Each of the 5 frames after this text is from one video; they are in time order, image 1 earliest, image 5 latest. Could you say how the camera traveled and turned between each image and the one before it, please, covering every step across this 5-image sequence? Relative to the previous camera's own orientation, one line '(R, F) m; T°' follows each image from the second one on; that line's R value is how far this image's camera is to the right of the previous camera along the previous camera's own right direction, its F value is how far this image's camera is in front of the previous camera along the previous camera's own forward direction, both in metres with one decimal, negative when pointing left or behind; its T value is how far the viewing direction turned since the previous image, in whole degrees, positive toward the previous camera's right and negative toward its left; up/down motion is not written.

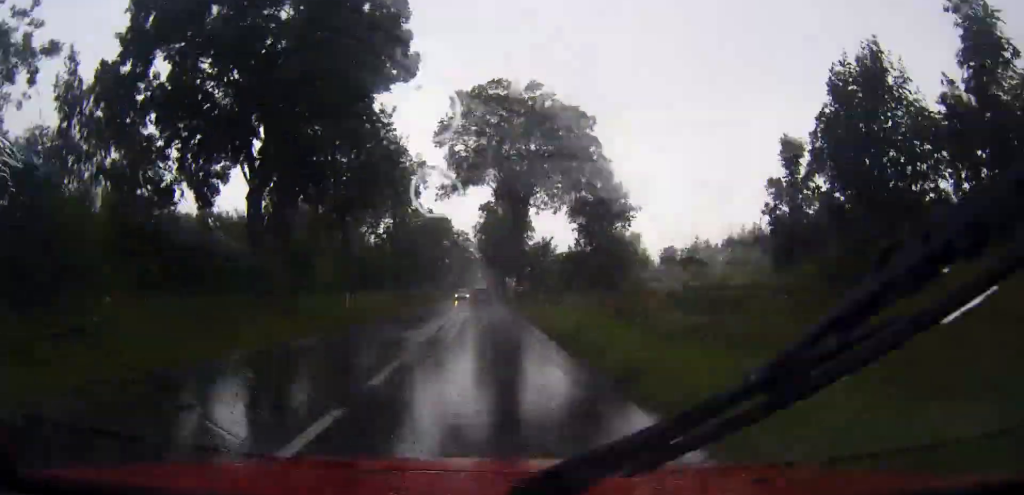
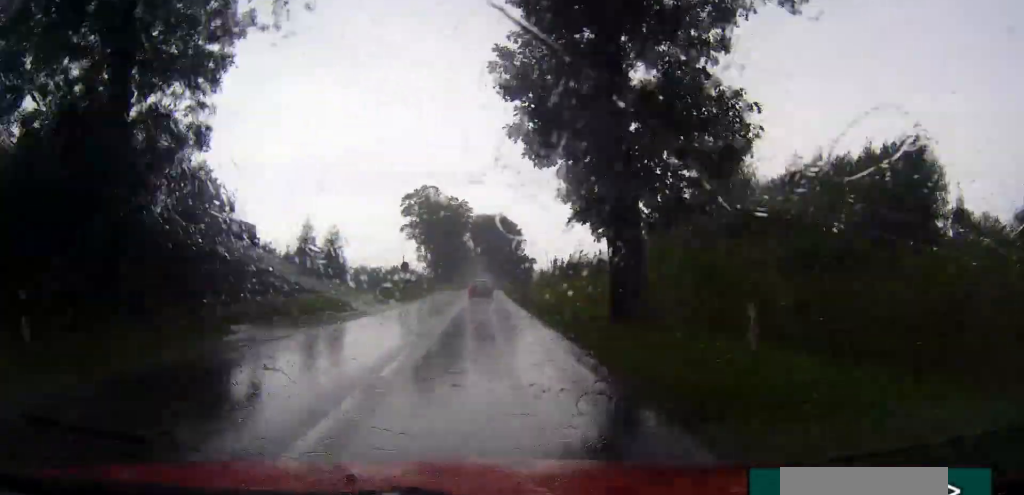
(-0.1, +217.2) m; +1°
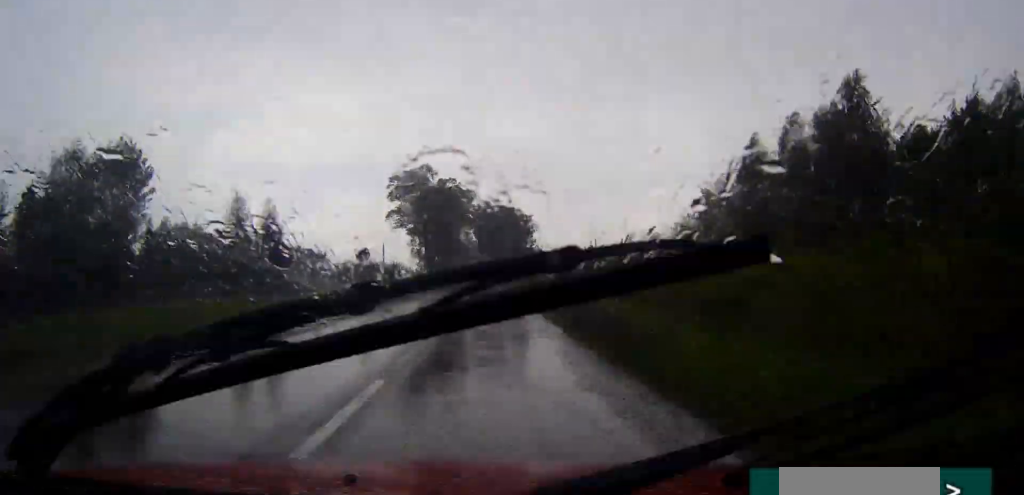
(+0.2, +19.9) m; 0°
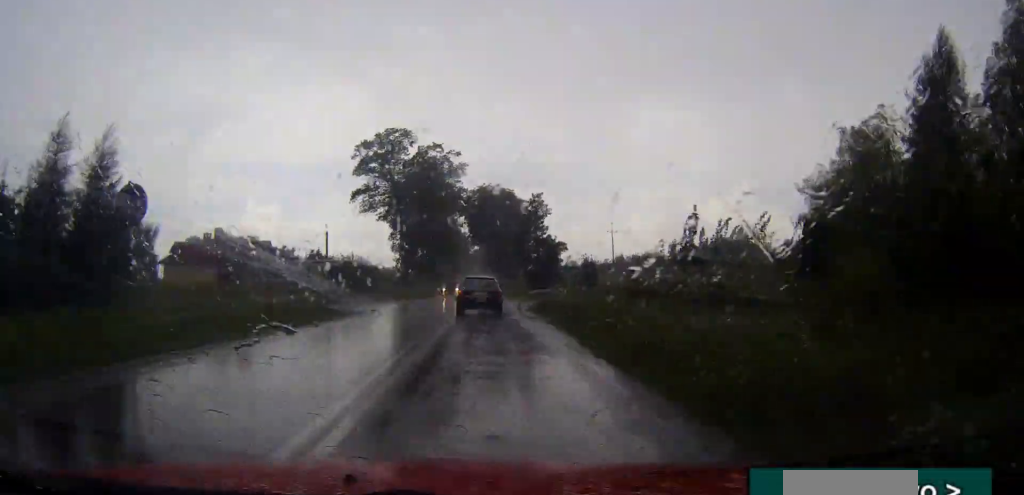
(0.0, +25.1) m; -1°
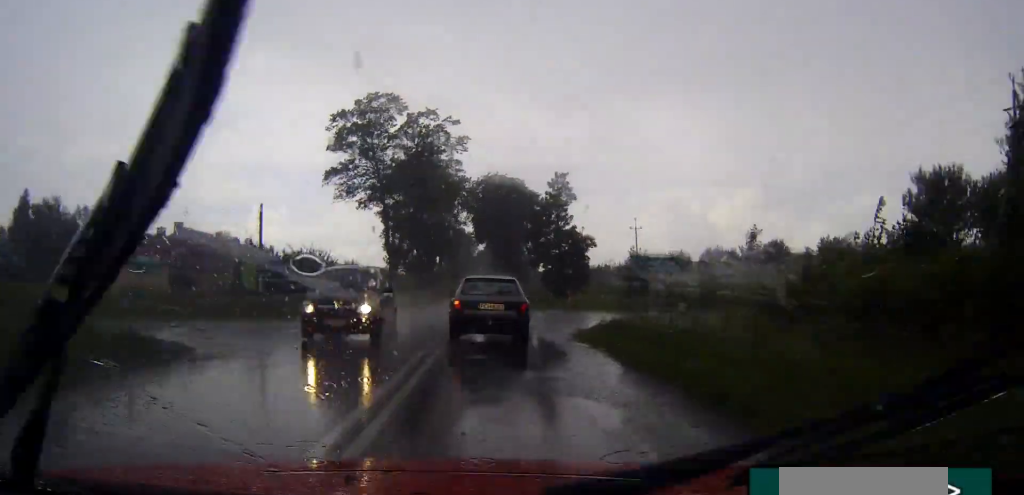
(-0.1, +20.8) m; 0°
